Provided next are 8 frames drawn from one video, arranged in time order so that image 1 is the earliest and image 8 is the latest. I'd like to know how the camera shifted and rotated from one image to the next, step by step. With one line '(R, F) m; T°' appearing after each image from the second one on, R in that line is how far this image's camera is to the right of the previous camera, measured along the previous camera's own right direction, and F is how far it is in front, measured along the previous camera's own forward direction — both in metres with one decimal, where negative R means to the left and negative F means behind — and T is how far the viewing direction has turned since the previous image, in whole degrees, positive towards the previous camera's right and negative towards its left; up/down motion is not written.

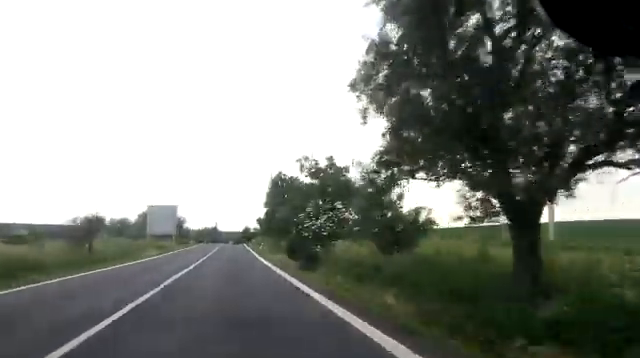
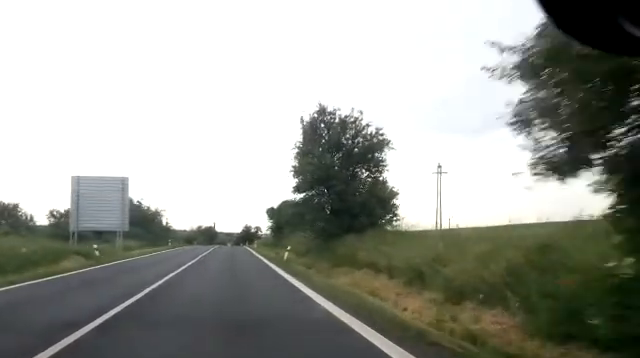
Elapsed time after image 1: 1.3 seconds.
(-0.3, +28.1) m; -1°
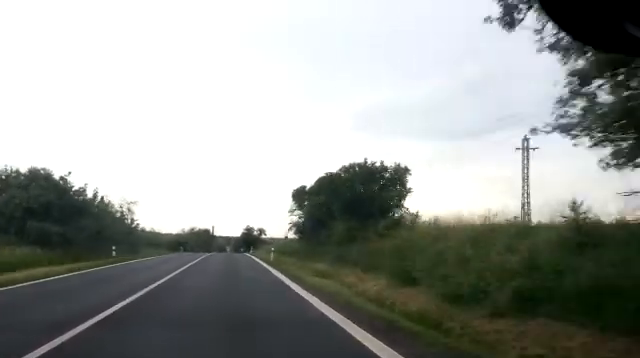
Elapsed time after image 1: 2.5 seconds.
(-0.1, +25.0) m; 0°
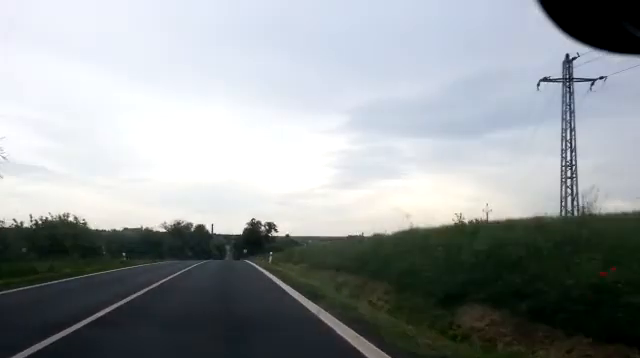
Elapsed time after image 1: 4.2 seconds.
(+0.3, +35.6) m; 0°
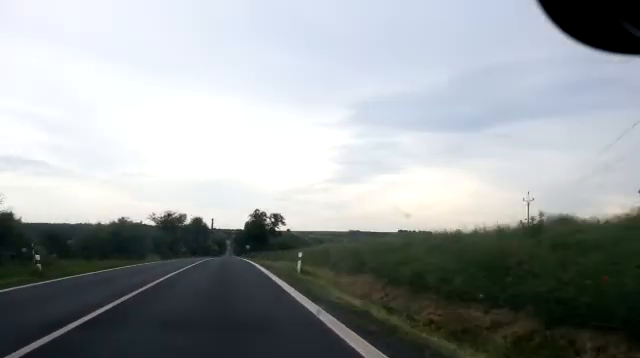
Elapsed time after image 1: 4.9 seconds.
(+0.1, +14.4) m; -1°
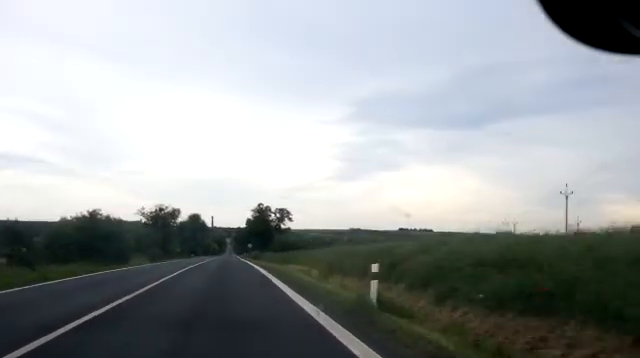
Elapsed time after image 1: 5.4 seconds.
(-0.2, +10.3) m; 0°
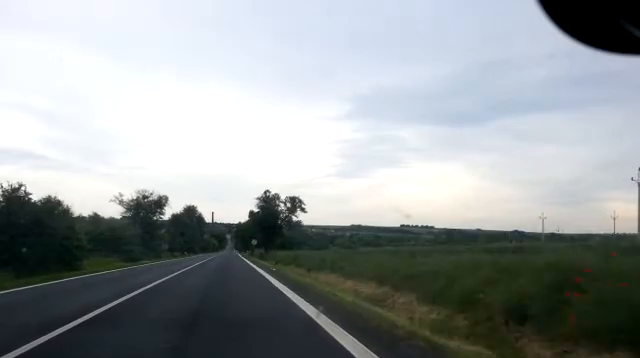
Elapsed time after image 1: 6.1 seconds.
(-0.3, +14.3) m; 0°
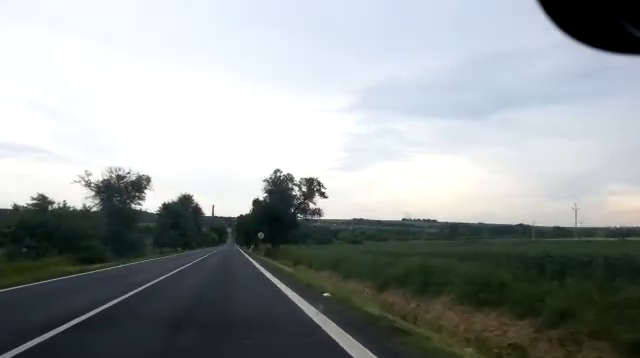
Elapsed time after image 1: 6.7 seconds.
(+0.3, +13.8) m; +1°
